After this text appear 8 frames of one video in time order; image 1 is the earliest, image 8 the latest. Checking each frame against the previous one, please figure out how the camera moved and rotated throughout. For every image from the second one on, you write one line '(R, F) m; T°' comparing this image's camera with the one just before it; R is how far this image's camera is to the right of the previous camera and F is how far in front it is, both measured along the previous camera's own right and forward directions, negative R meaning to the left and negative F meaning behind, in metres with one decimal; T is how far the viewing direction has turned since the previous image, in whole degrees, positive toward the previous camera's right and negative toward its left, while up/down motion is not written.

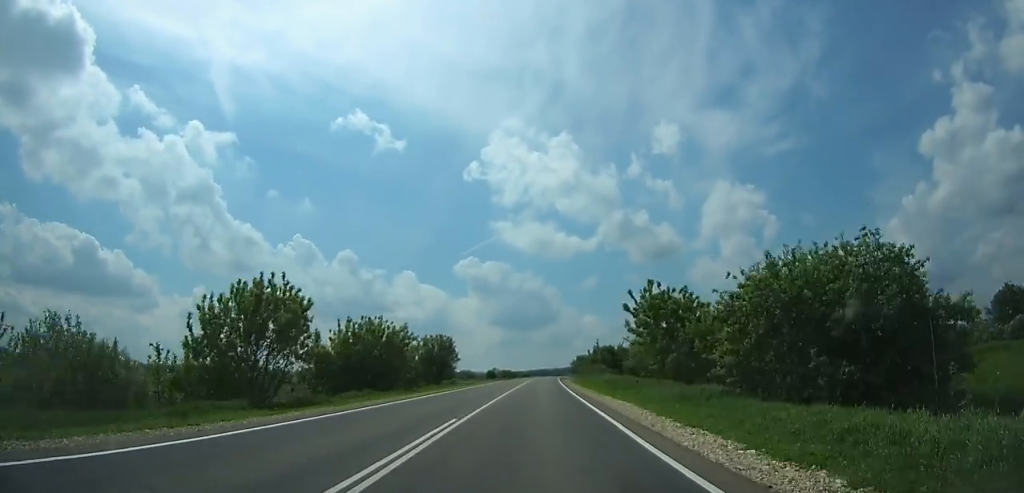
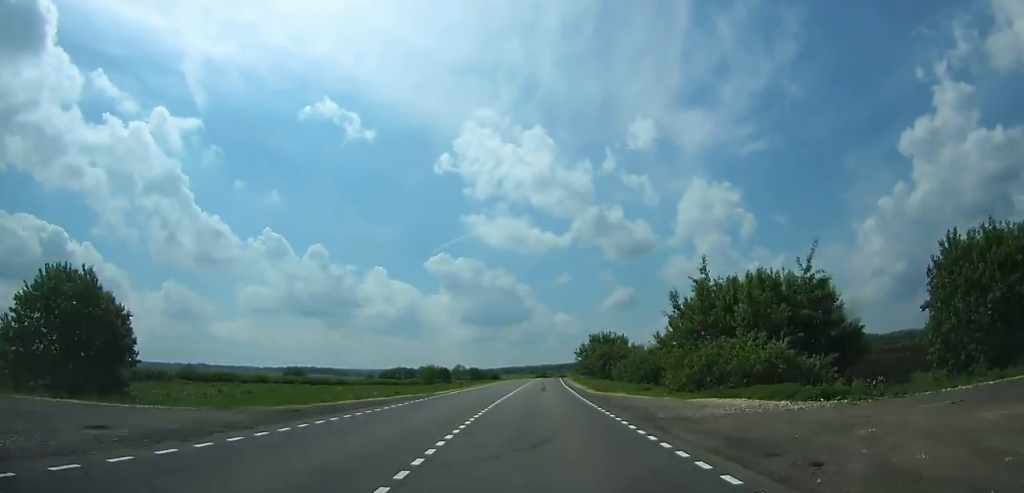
(+2.0, +83.1) m; +3°
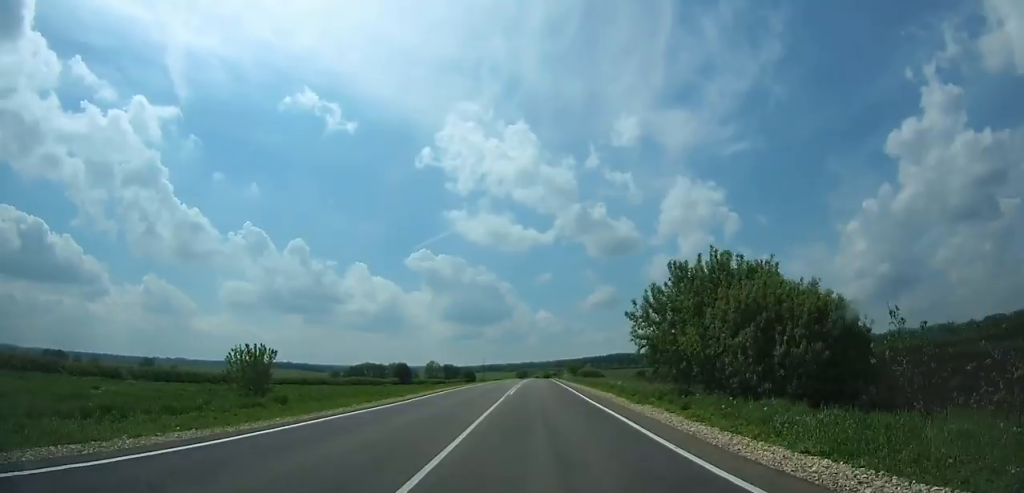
(+0.4, +44.7) m; +1°
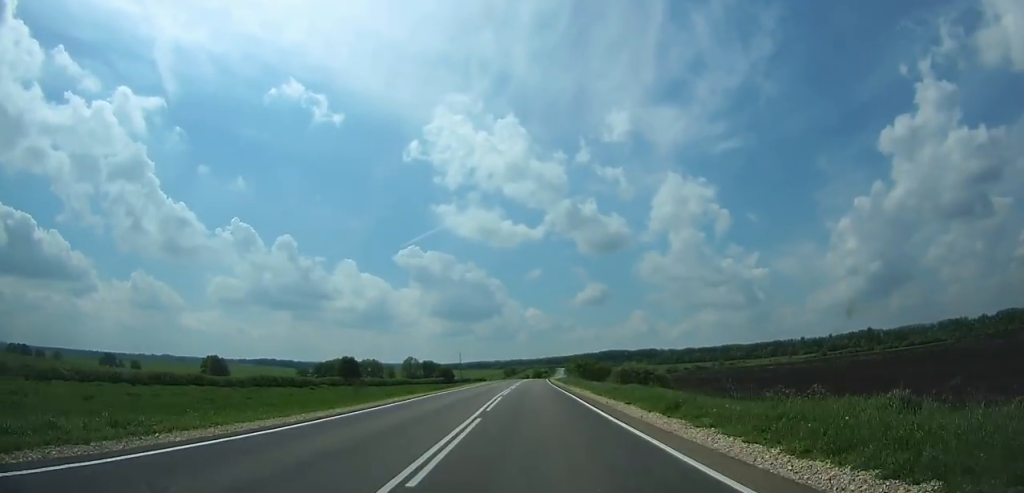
(+0.6, +48.0) m; +1°
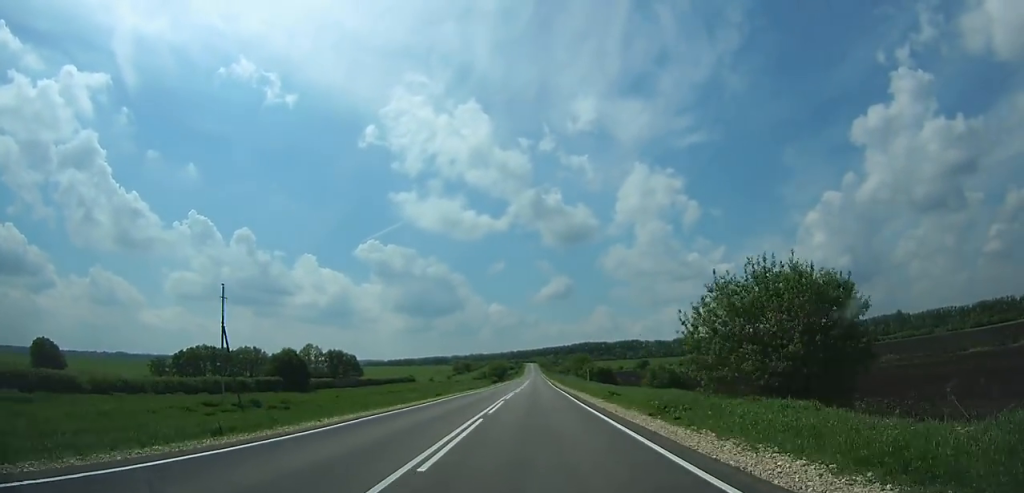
(+4.4, +143.8) m; +3°
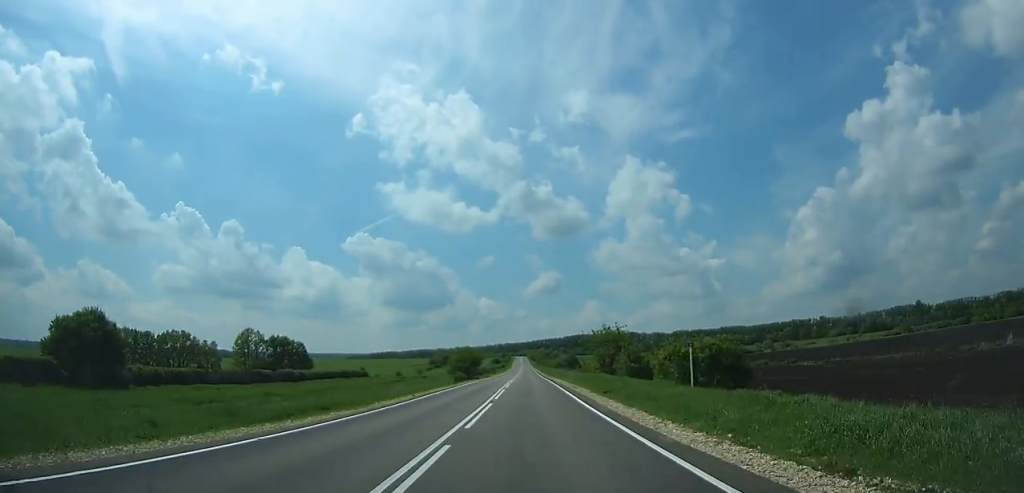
(+0.6, +56.2) m; +1°
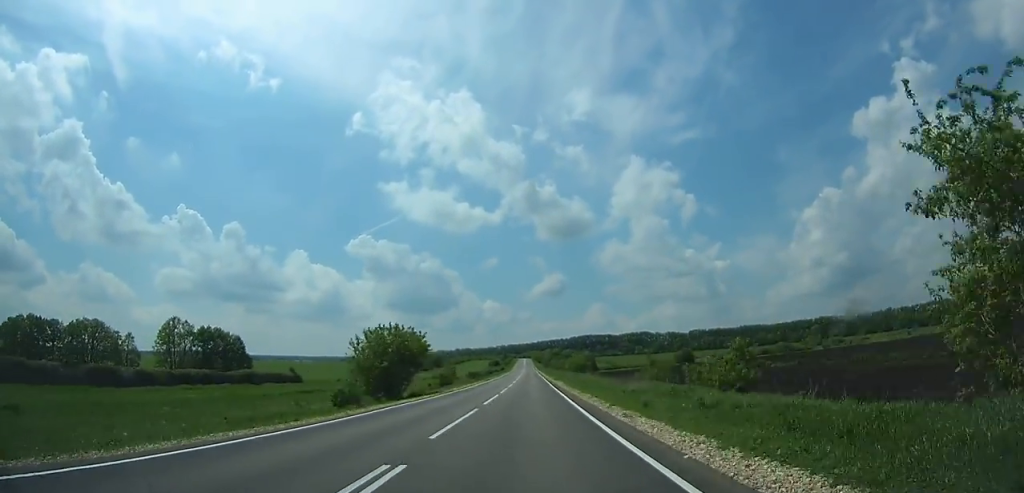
(+0.6, +54.9) m; 0°
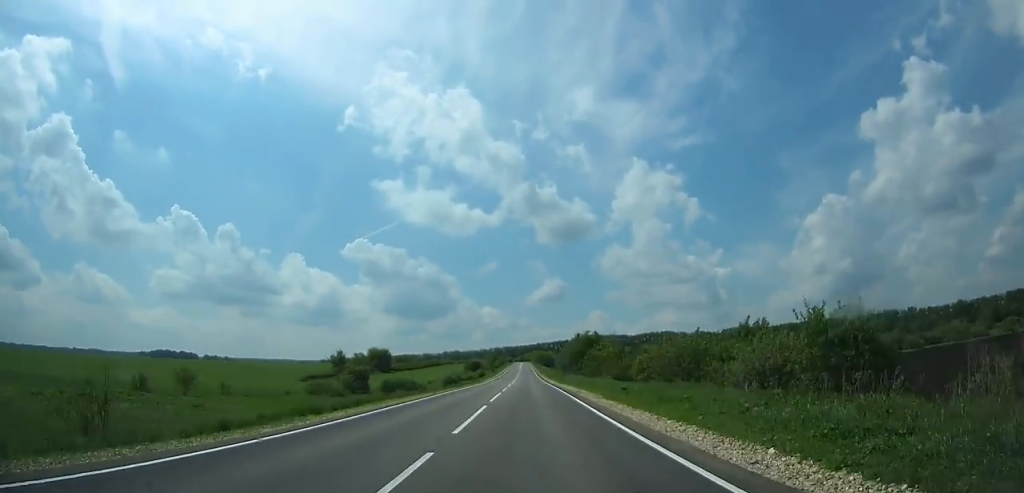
(-0.5, +120.0) m; 0°
